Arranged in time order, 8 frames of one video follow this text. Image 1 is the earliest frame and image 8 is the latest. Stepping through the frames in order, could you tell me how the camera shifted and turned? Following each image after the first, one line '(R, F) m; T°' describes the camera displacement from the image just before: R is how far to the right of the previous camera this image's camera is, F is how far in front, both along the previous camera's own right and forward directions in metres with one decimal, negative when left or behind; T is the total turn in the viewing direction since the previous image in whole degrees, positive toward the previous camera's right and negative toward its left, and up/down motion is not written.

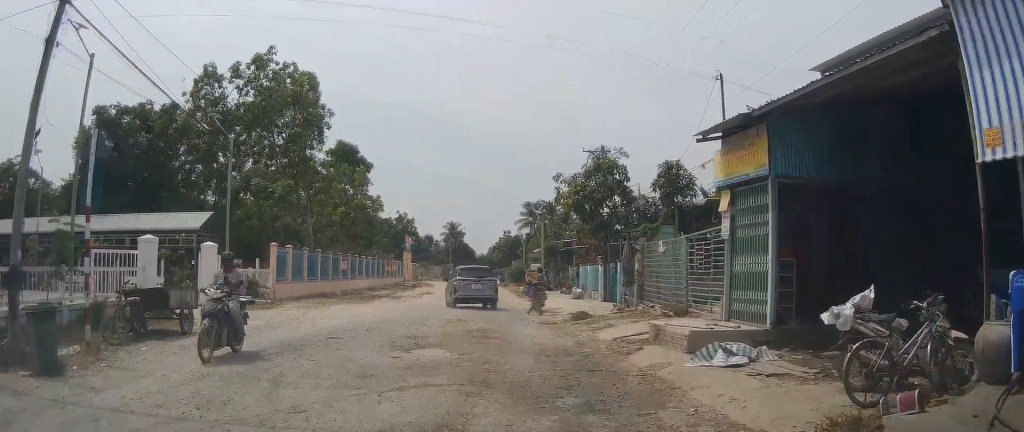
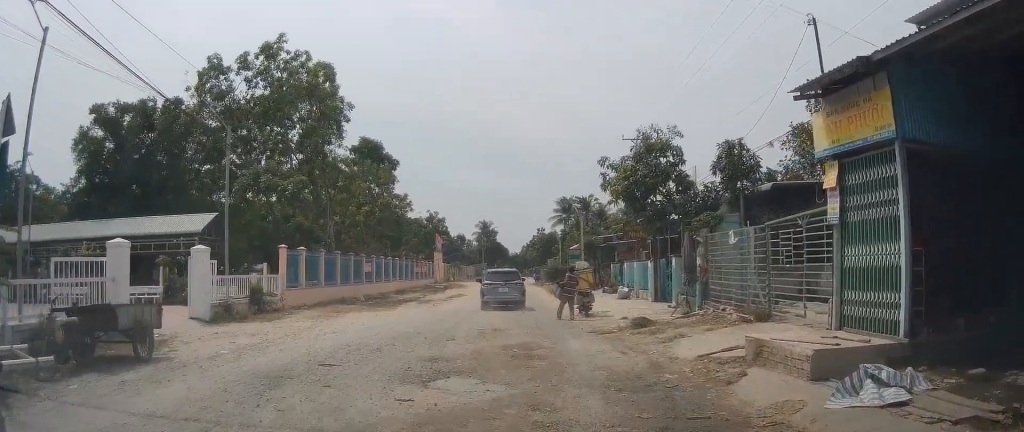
(+0.1, +4.0) m; 0°
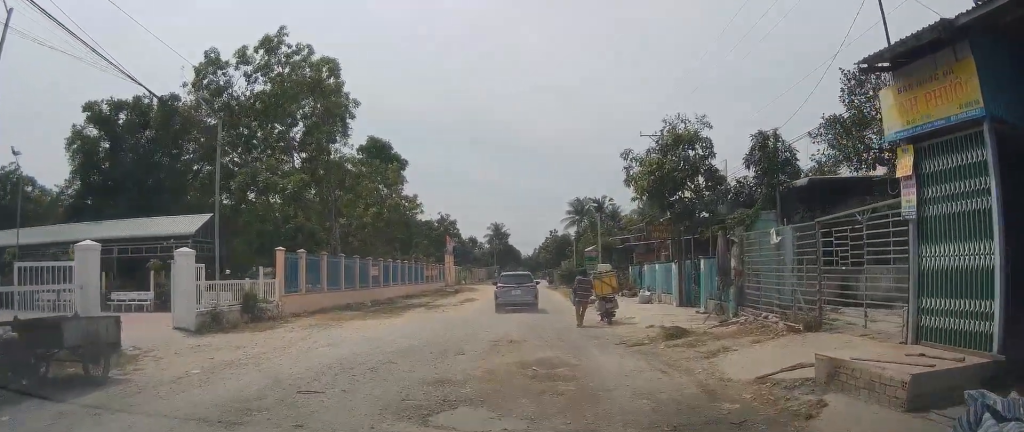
(+0.1, +2.3) m; 0°
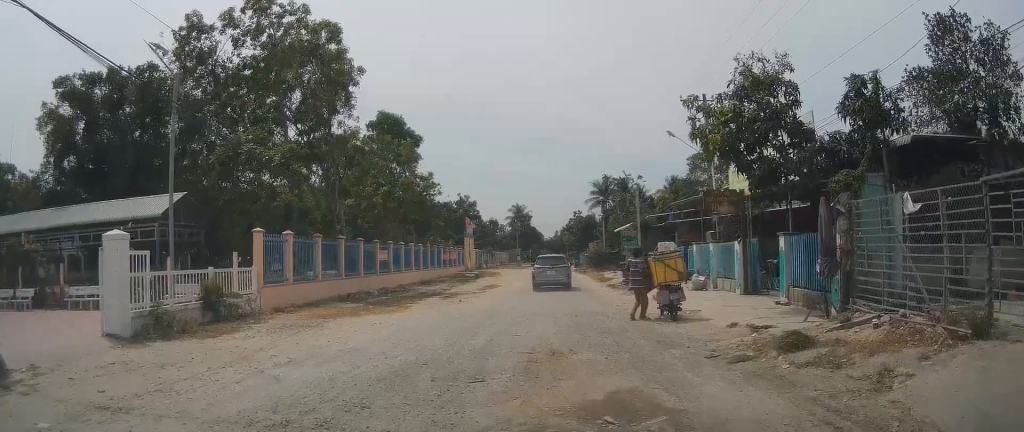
(-0.2, +5.0) m; -6°
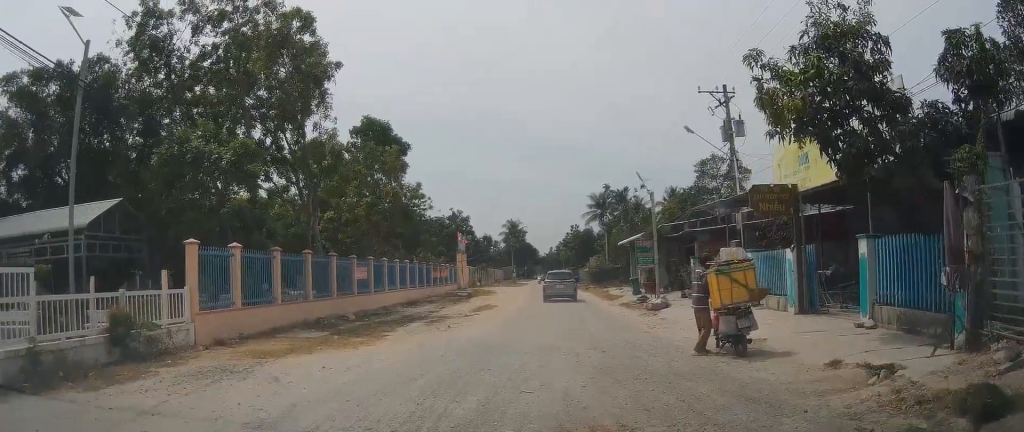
(-0.2, +4.4) m; -3°
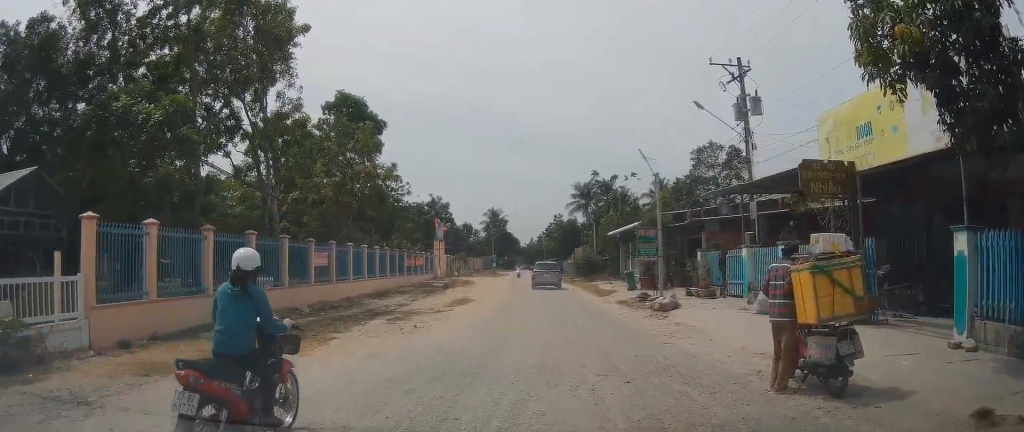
(0.0, +3.3) m; -3°
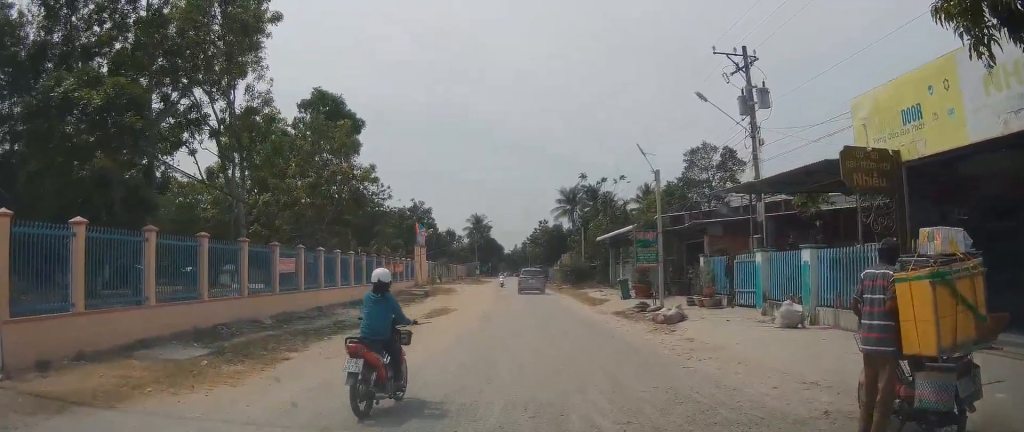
(-0.2, +1.8) m; 0°
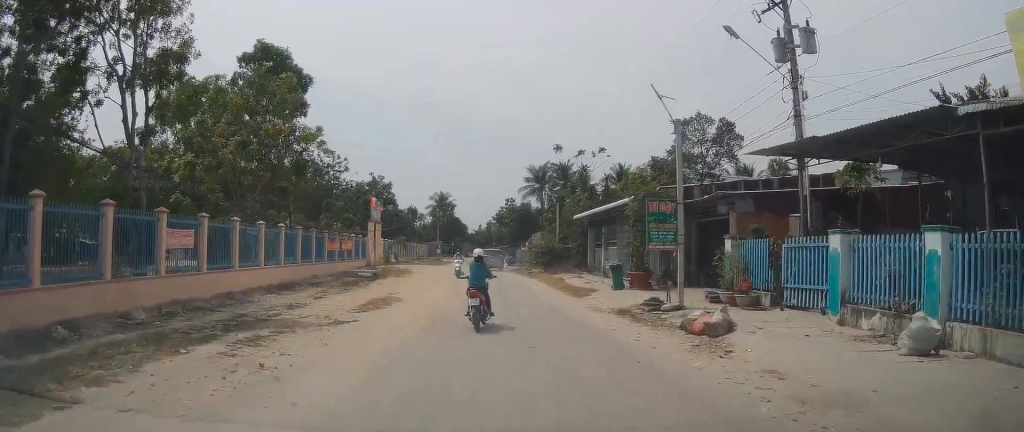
(+0.4, +4.2) m; +9°
